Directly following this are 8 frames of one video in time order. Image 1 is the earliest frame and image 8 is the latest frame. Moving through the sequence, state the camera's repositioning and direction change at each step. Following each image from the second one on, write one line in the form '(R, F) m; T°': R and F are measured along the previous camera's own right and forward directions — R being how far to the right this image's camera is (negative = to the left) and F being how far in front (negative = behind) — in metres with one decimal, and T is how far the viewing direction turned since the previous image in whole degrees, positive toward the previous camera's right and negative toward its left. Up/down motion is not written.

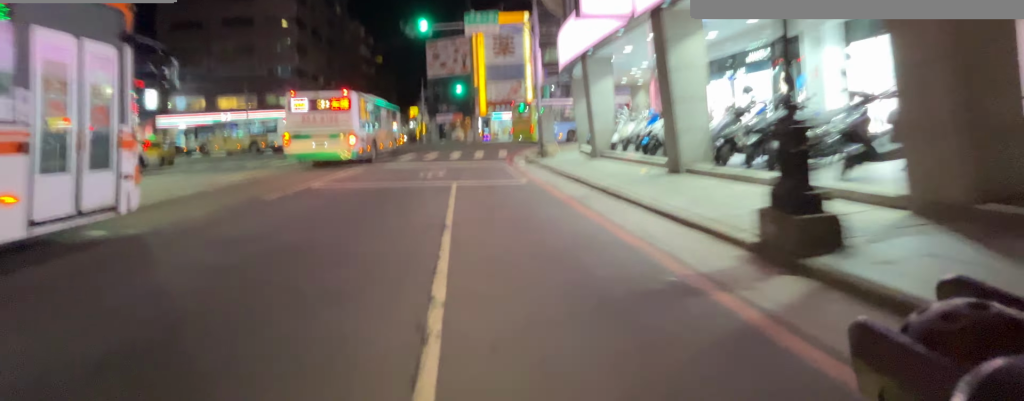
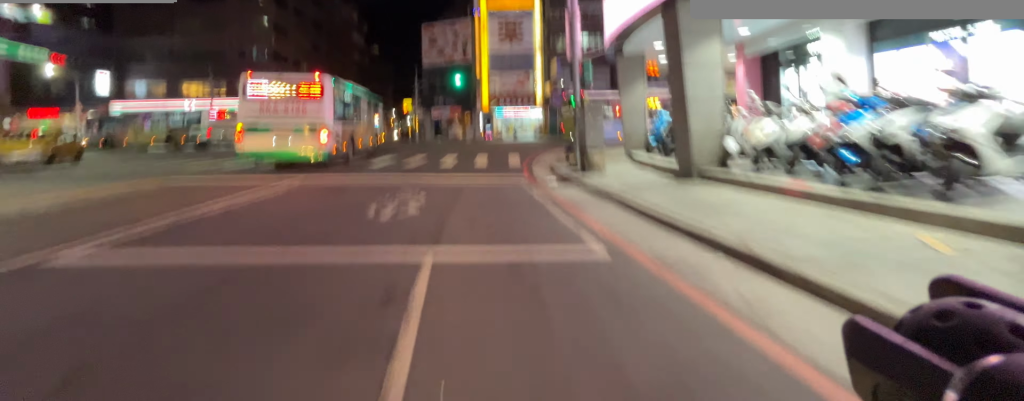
(0.0, +6.7) m; -1°
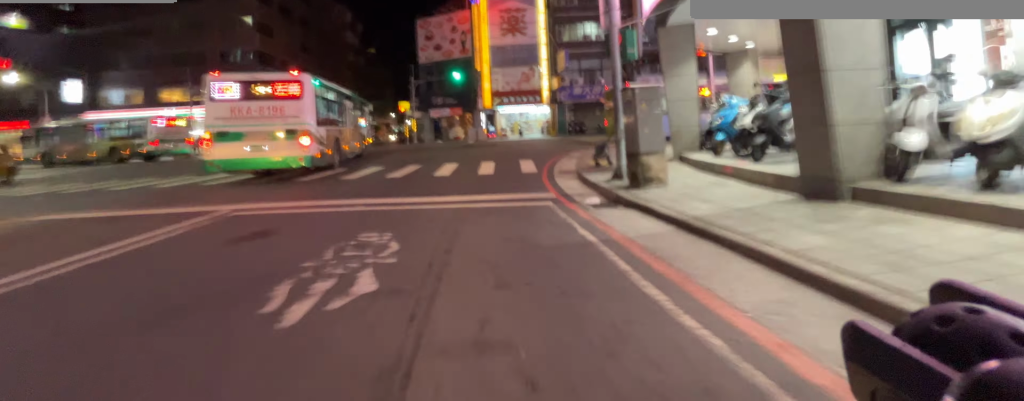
(-0.1, +3.4) m; 0°
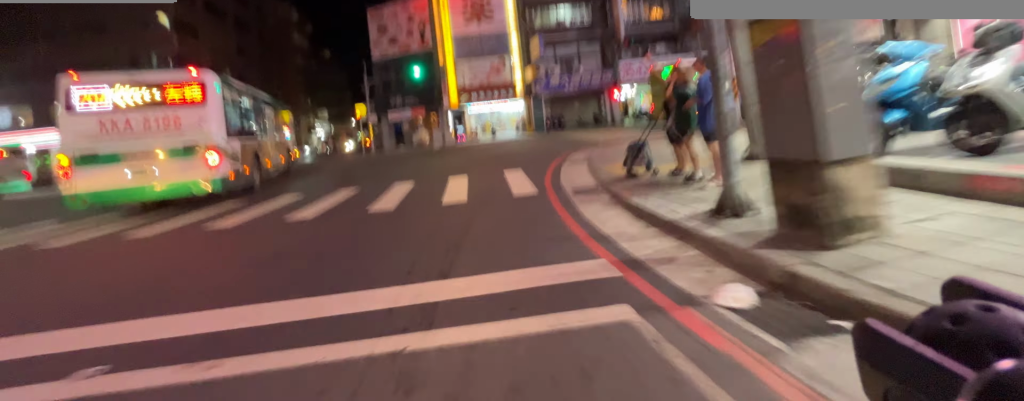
(0.0, +4.7) m; +12°
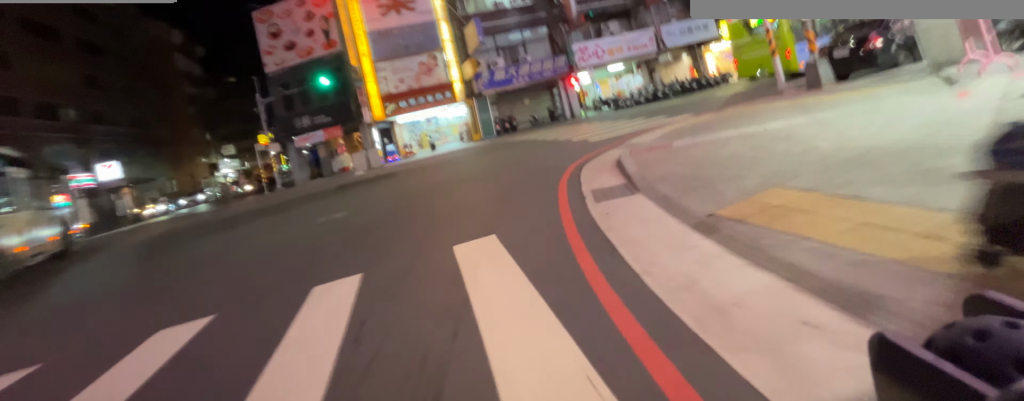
(+1.0, +6.1) m; +28°
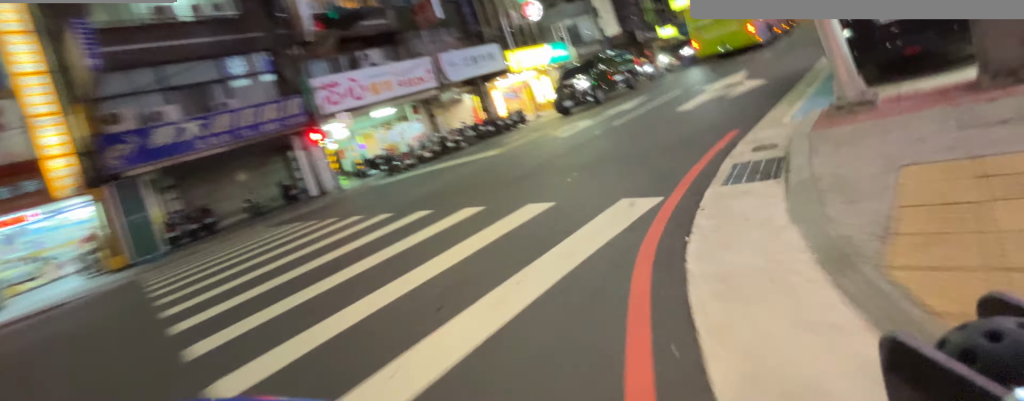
(+4.2, +12.7) m; +18°
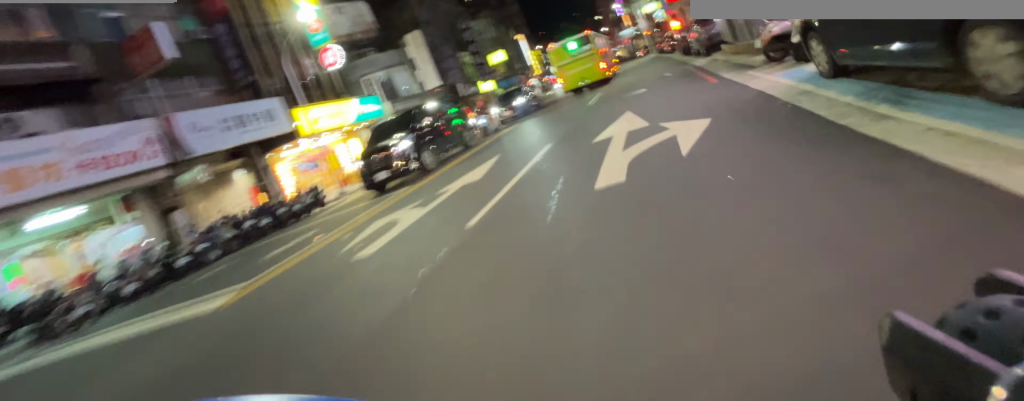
(0.0, +7.1) m; +14°
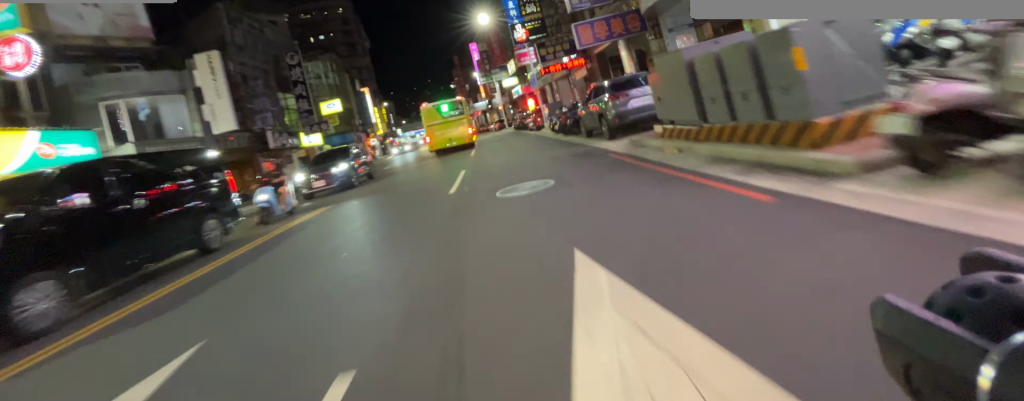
(+1.7, +7.1) m; +15°
